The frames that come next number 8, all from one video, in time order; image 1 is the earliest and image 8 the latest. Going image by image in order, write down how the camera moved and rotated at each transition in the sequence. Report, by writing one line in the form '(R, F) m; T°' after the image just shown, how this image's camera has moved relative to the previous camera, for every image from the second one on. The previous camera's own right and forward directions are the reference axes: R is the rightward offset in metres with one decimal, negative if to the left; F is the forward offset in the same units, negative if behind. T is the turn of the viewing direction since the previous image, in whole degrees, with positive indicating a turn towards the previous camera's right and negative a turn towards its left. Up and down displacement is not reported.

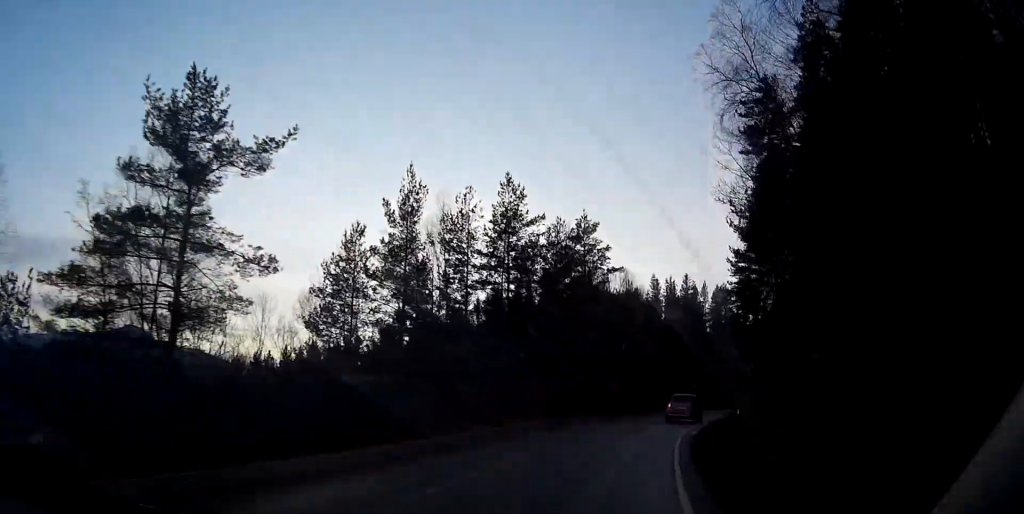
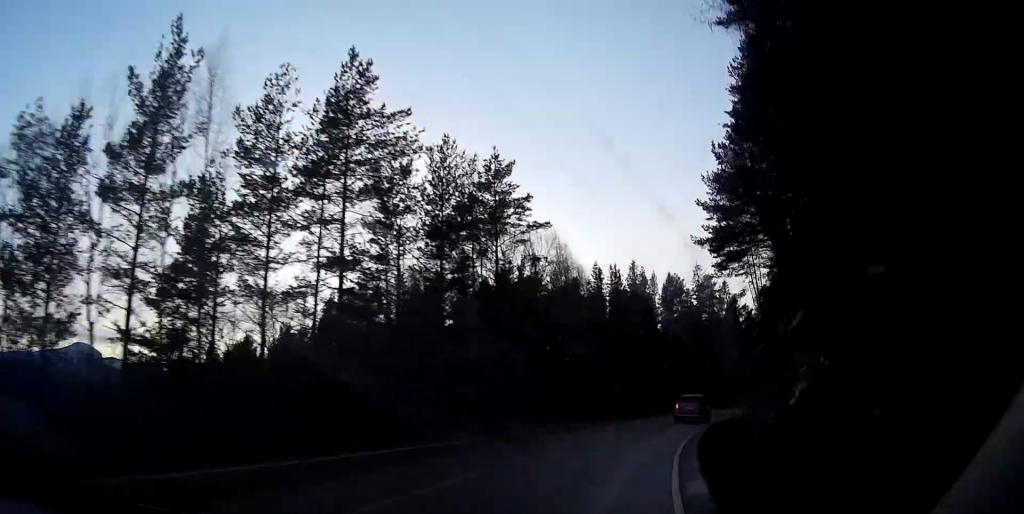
(+0.1, +16.8) m; +3°
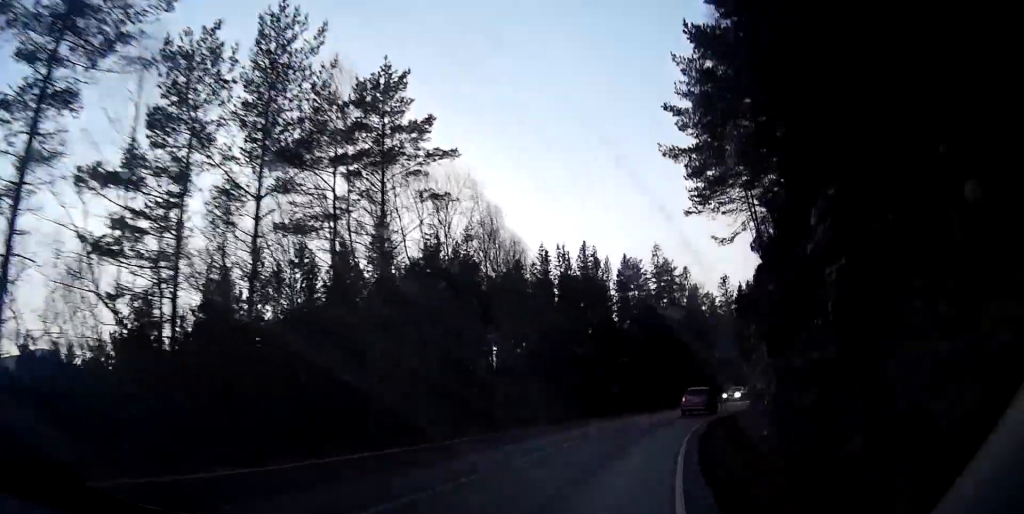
(+0.4, +12.4) m; +2°
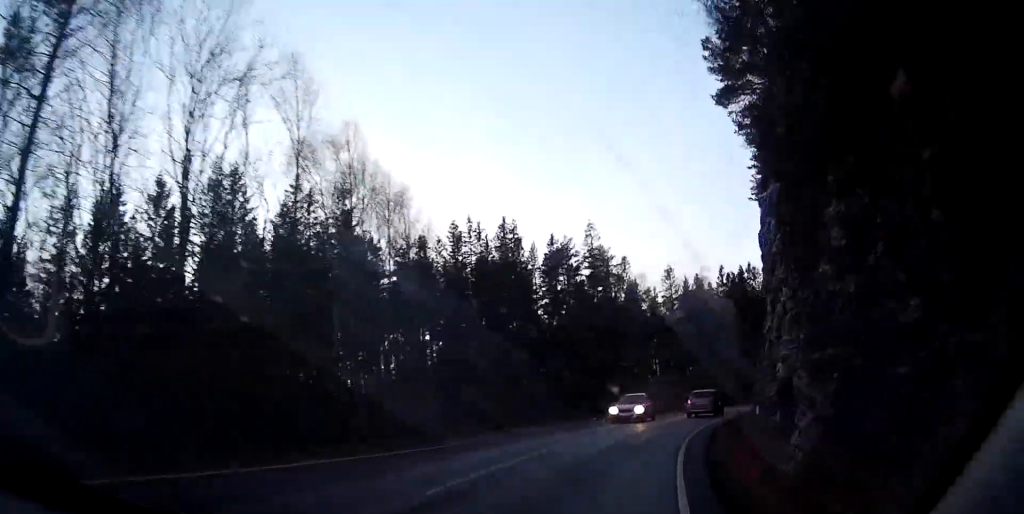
(+0.2, +17.0) m; +4°
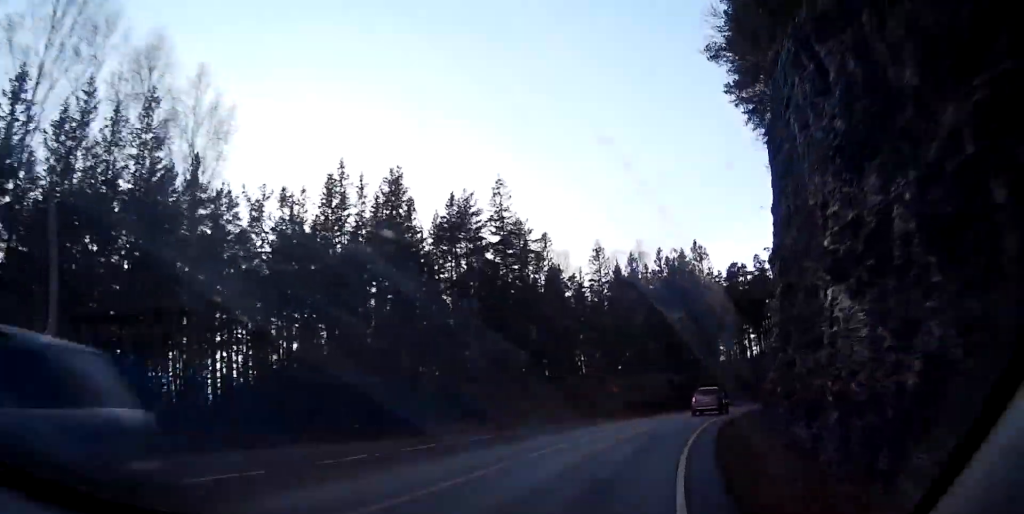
(+1.1, +17.7) m; +6°
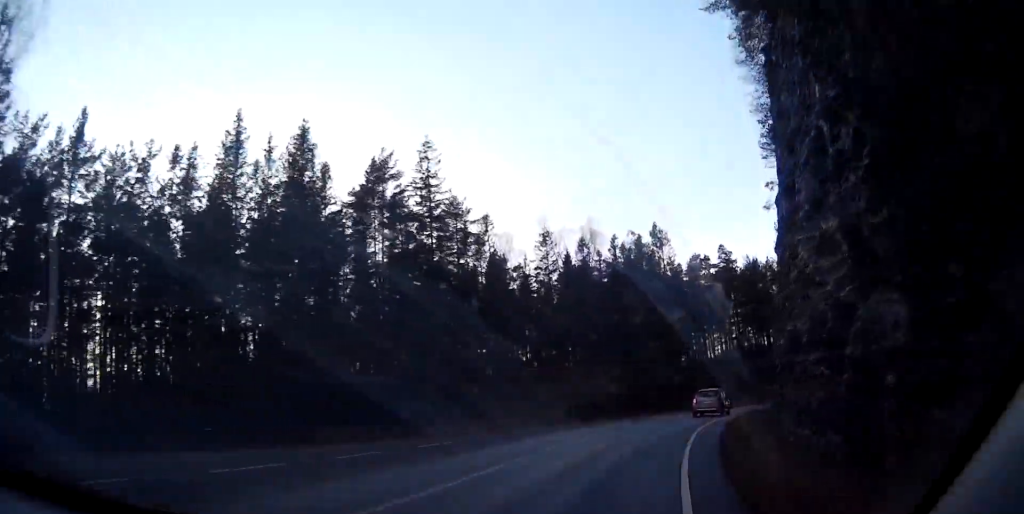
(+0.4, +10.5) m; +5°
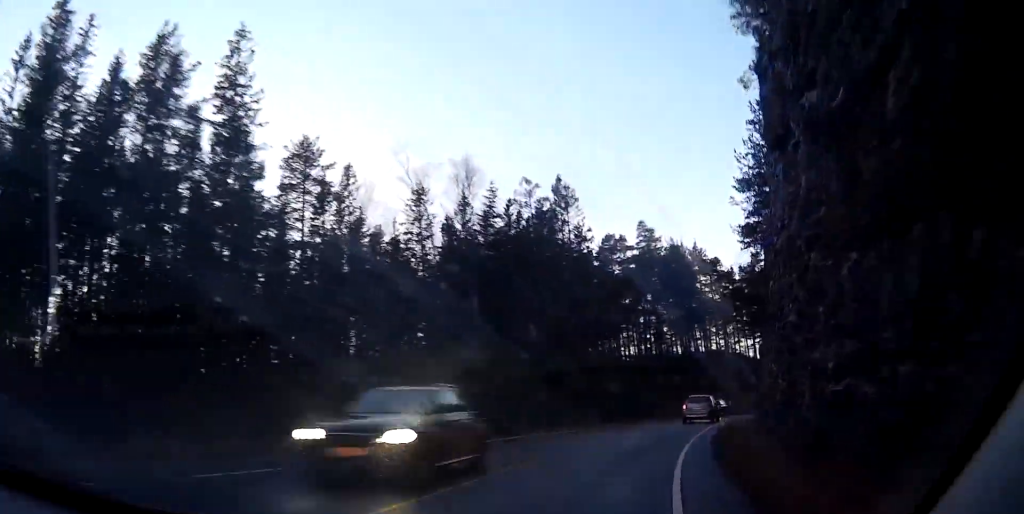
(+1.7, +19.6) m; +11°
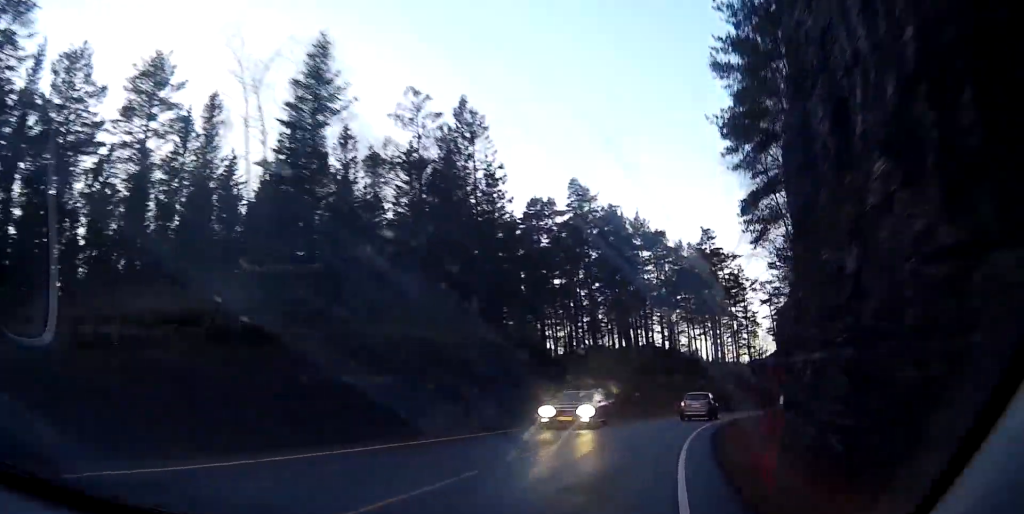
(+1.3, +16.4) m; +8°
